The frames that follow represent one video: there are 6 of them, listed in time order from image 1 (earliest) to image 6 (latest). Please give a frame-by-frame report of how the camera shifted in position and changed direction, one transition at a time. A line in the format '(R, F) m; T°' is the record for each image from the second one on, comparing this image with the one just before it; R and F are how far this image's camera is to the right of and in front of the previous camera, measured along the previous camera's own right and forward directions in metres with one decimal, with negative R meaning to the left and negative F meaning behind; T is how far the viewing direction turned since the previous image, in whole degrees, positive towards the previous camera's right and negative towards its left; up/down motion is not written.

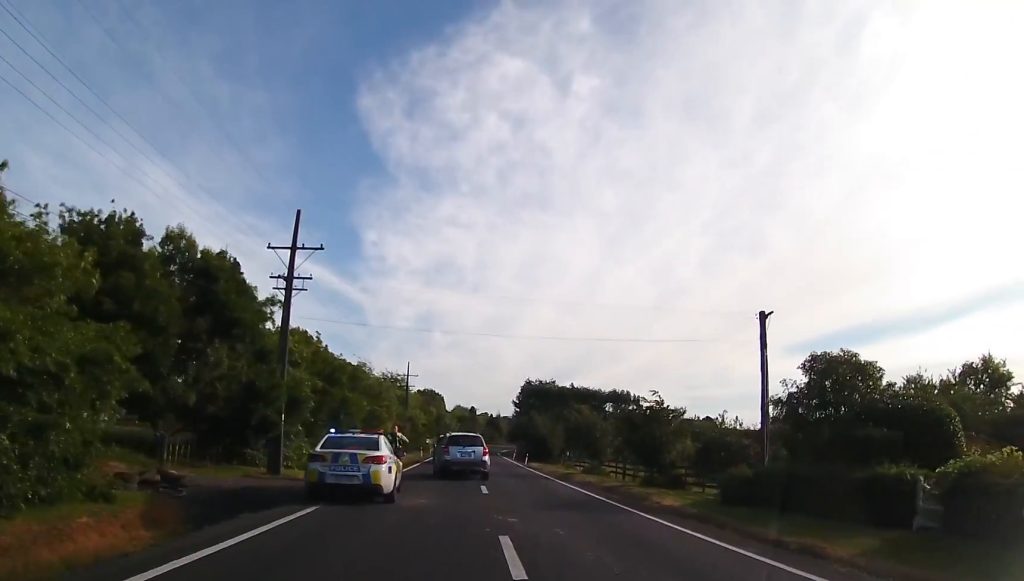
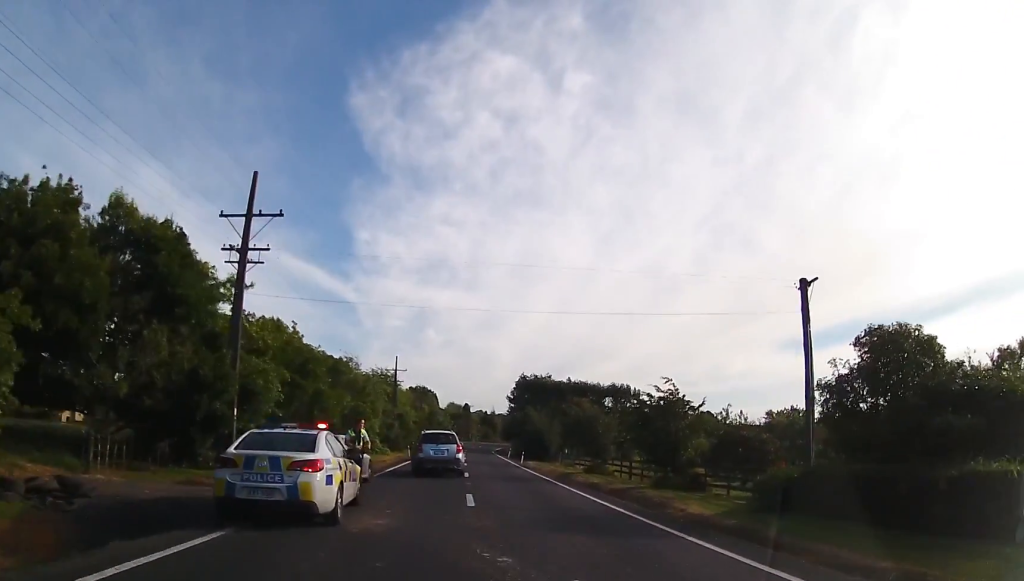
(+0.1, +3.6) m; 0°
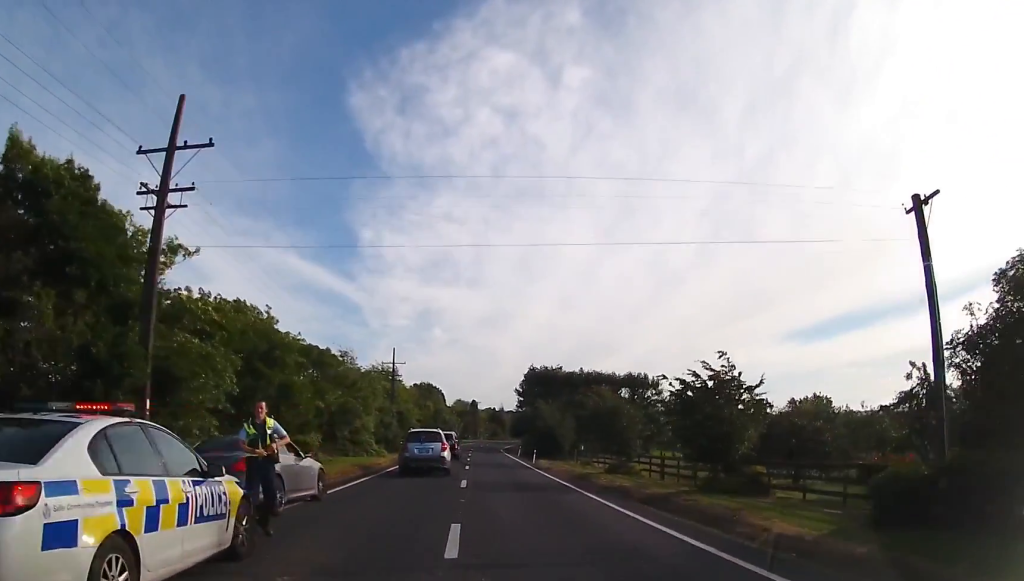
(-0.1, +5.5) m; -1°
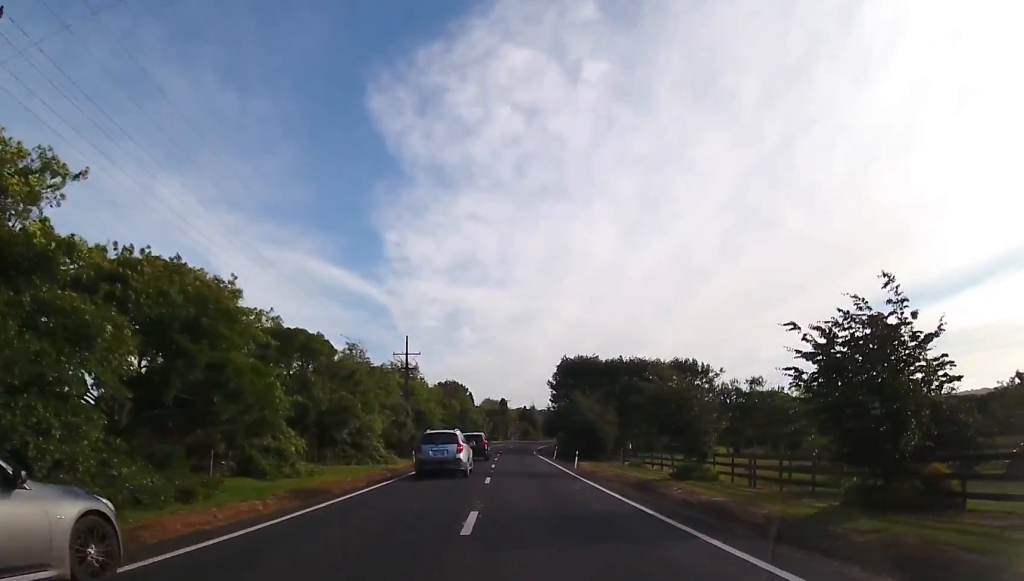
(-0.1, +8.0) m; -3°
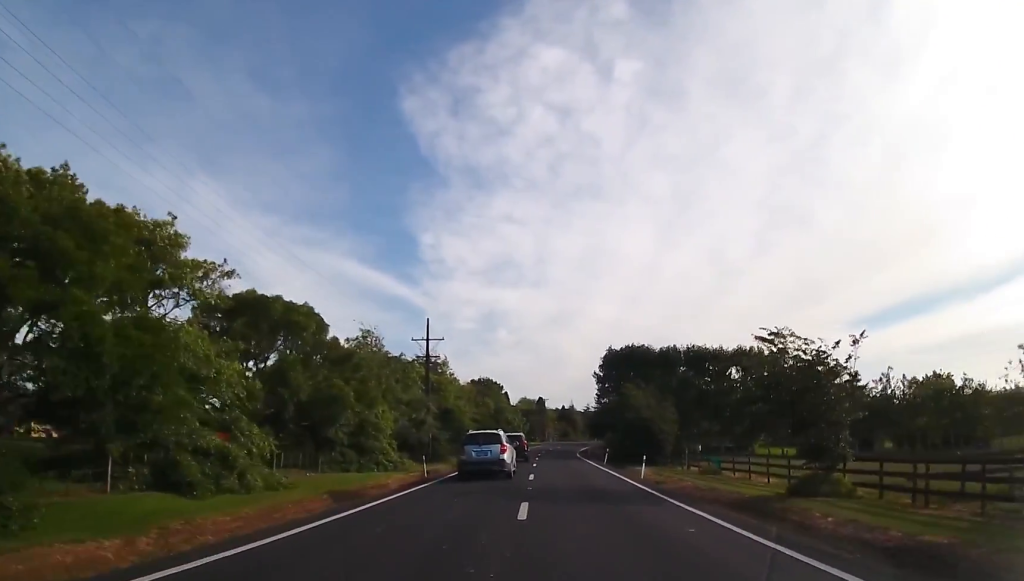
(-0.3, +8.2) m; -3°
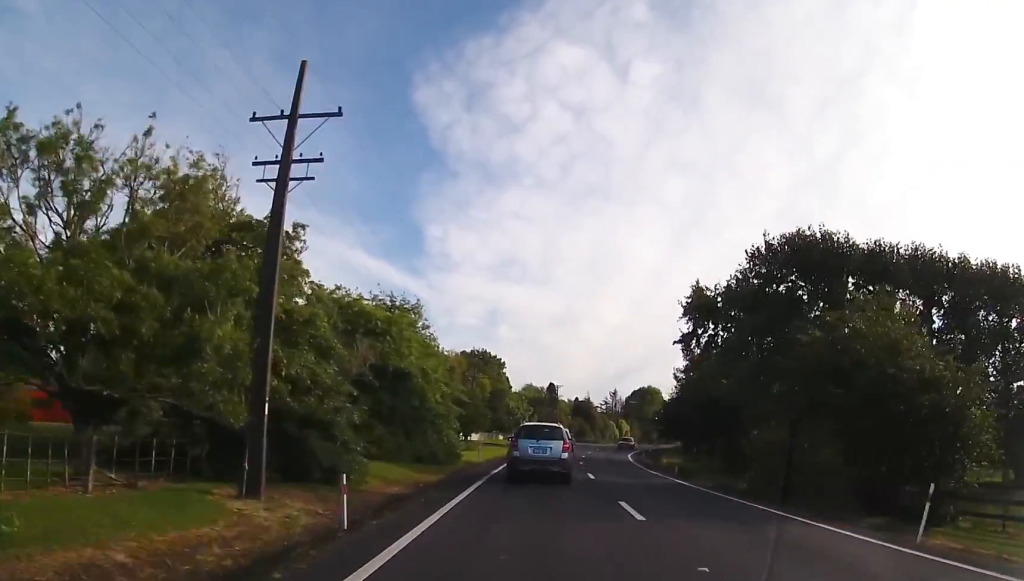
(-0.3, +32.1) m; +1°
